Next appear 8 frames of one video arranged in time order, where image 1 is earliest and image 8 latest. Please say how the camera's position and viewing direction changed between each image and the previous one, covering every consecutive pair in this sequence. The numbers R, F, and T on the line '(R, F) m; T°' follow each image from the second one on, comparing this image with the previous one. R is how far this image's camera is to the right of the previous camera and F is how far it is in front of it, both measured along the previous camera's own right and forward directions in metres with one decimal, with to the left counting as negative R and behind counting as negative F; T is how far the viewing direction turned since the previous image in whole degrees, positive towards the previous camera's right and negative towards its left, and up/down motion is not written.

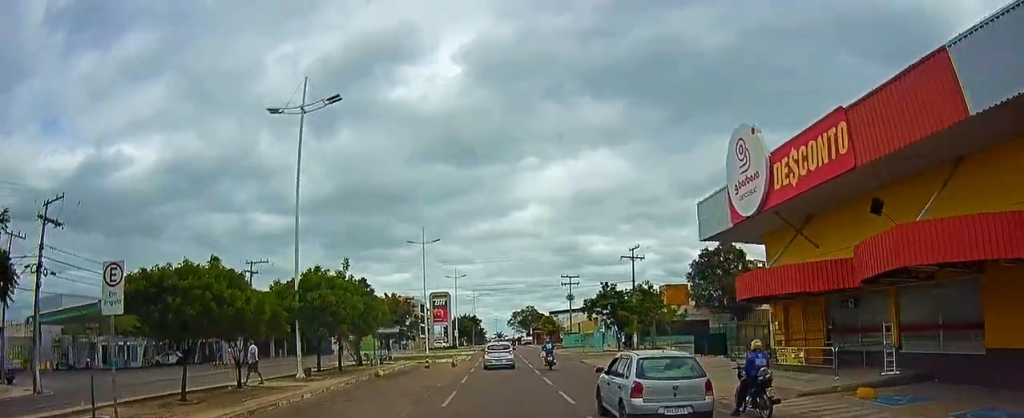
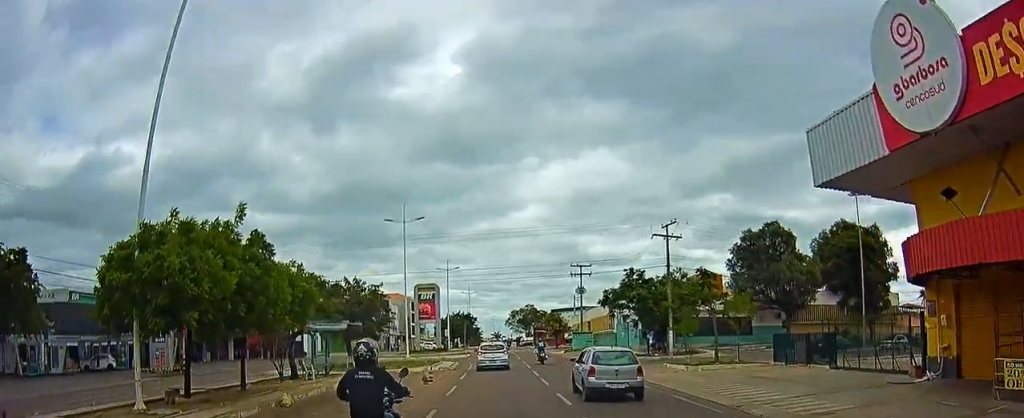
(-0.3, +12.0) m; +1°
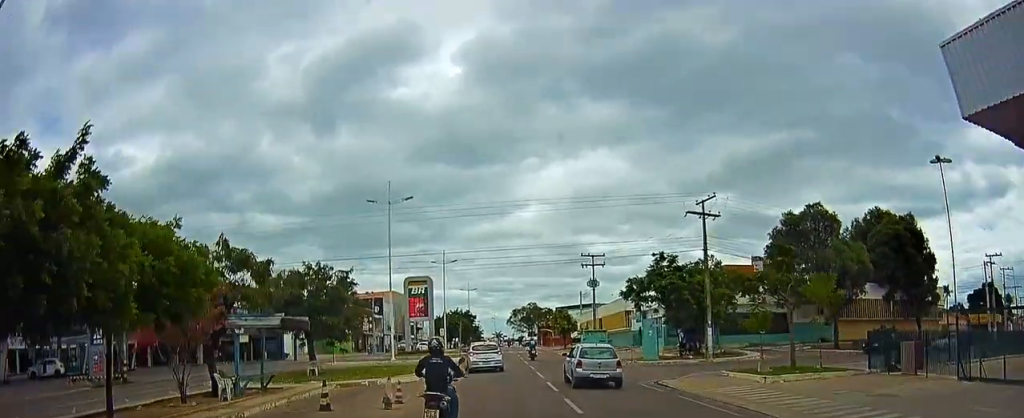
(+0.3, +7.9) m; +1°
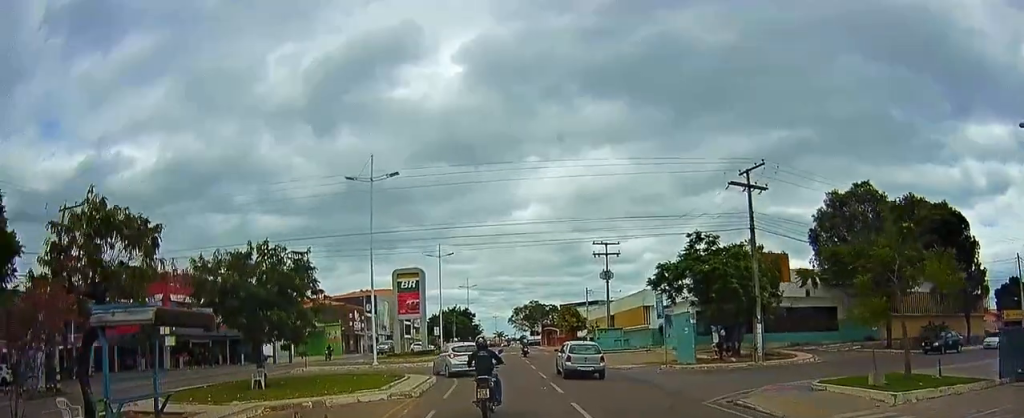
(-0.2, +6.9) m; -2°
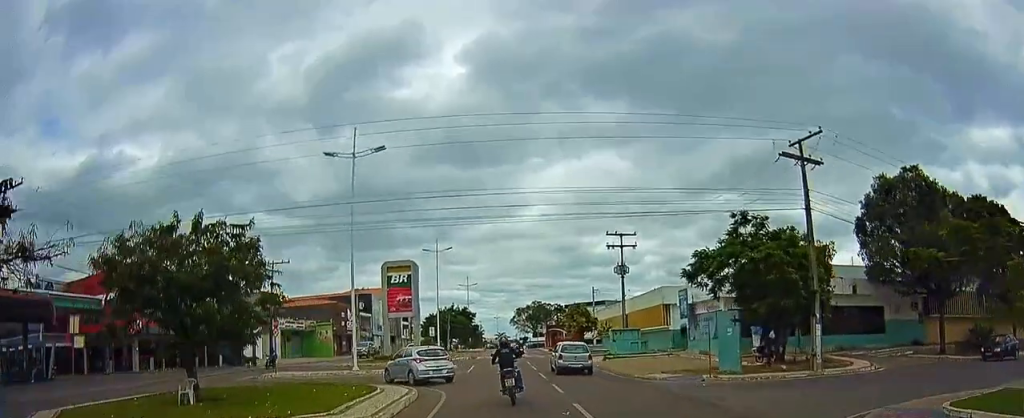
(0.0, +5.7) m; 0°
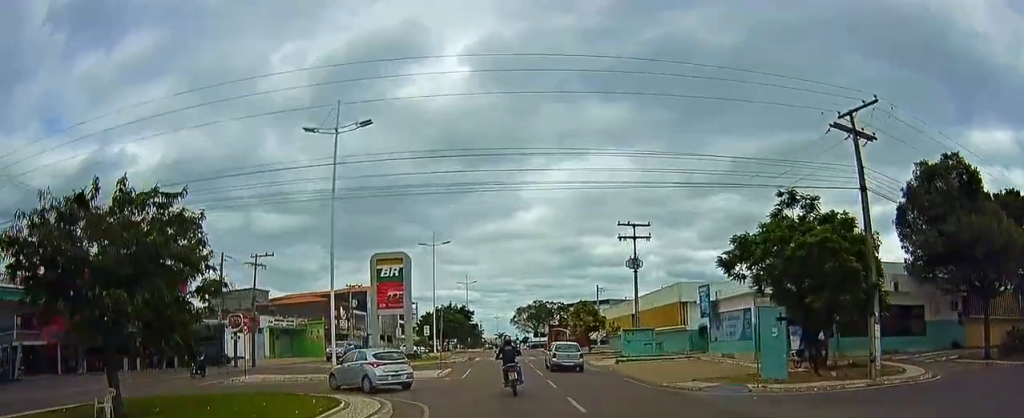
(0.0, +4.2) m; +1°
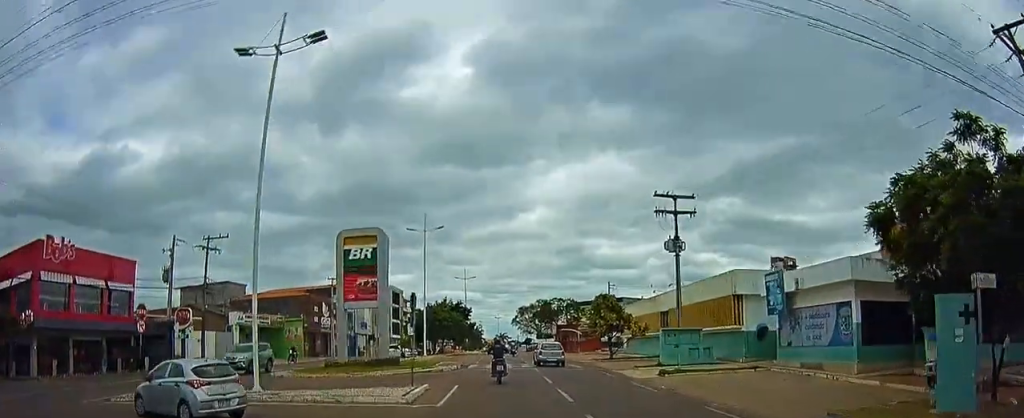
(+0.1, +9.3) m; +2°
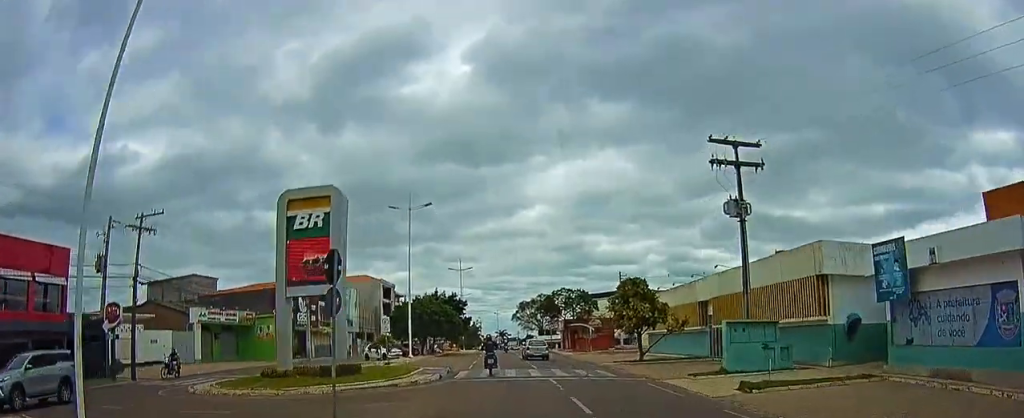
(+0.2, +8.8) m; -2°
